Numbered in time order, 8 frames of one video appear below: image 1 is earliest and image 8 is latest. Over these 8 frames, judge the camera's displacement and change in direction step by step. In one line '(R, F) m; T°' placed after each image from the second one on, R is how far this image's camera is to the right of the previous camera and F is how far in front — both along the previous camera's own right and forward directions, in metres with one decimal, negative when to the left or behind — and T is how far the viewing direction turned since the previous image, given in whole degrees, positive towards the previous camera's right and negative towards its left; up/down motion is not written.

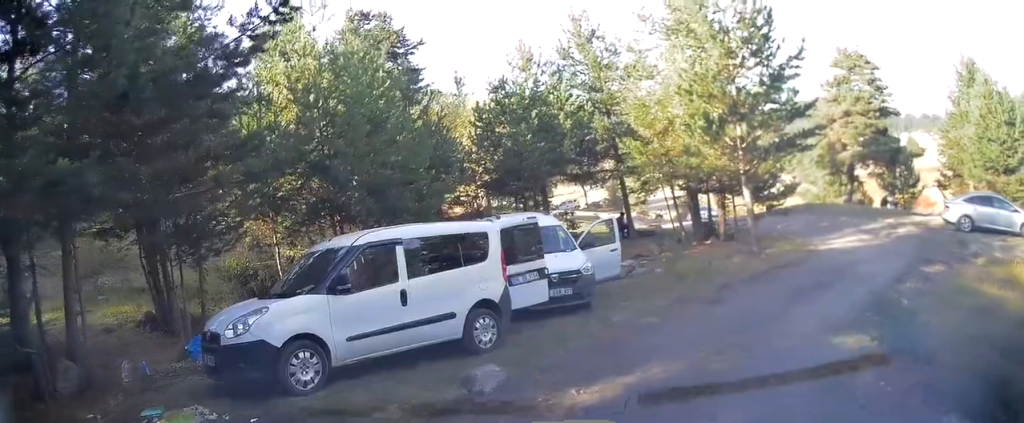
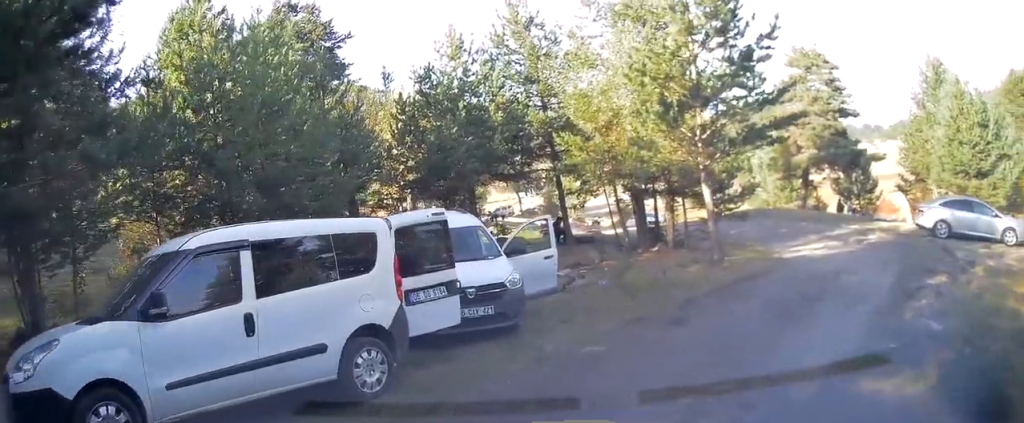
(+0.2, +2.8) m; +8°
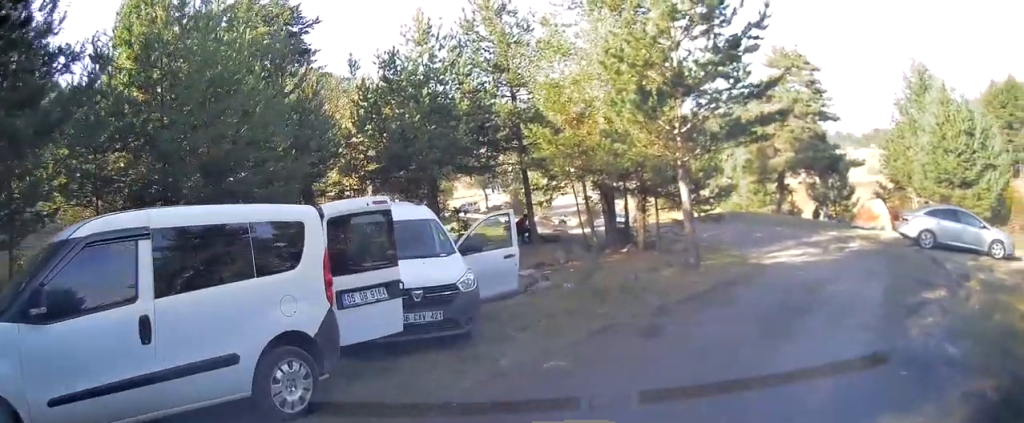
(+0.1, +1.2) m; +1°
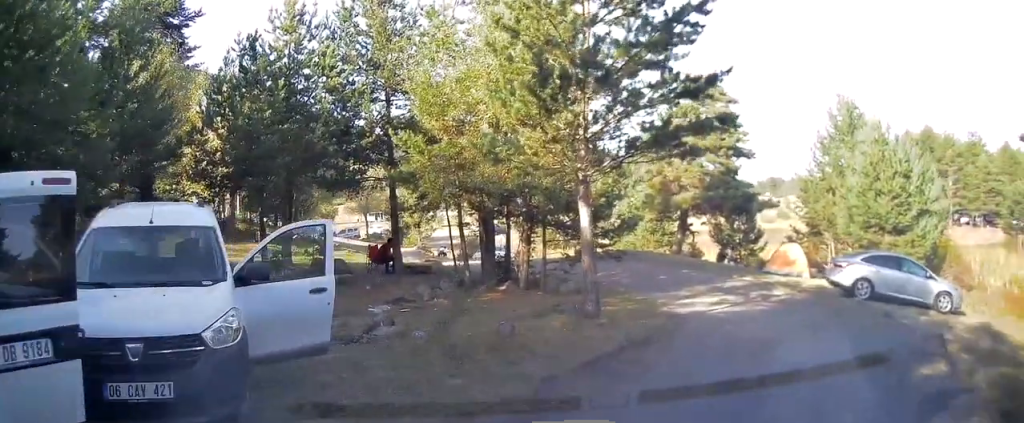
(0.0, +3.3) m; +6°
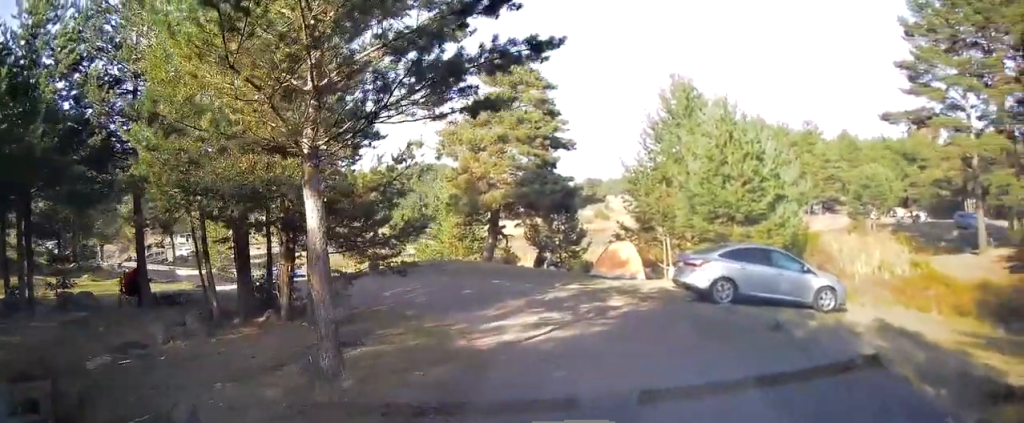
(+0.4, +3.7) m; +16°
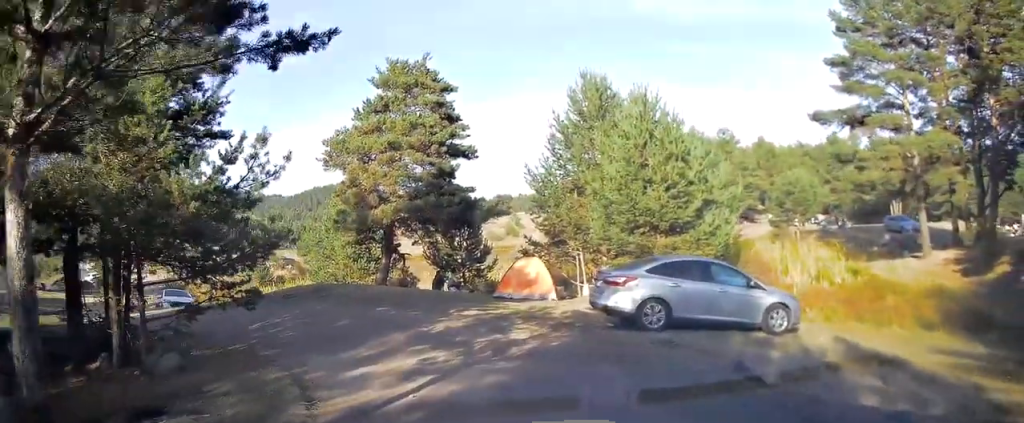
(+0.3, +2.5) m; +4°
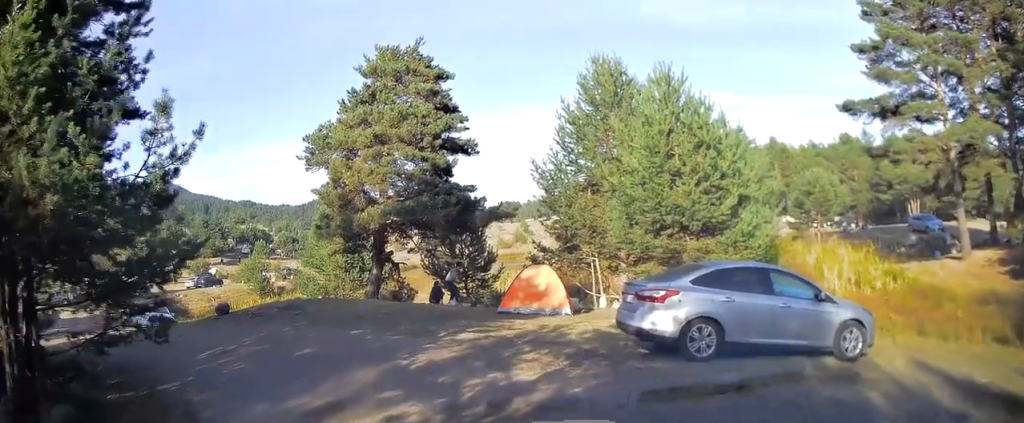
(0.0, +2.6) m; -3°
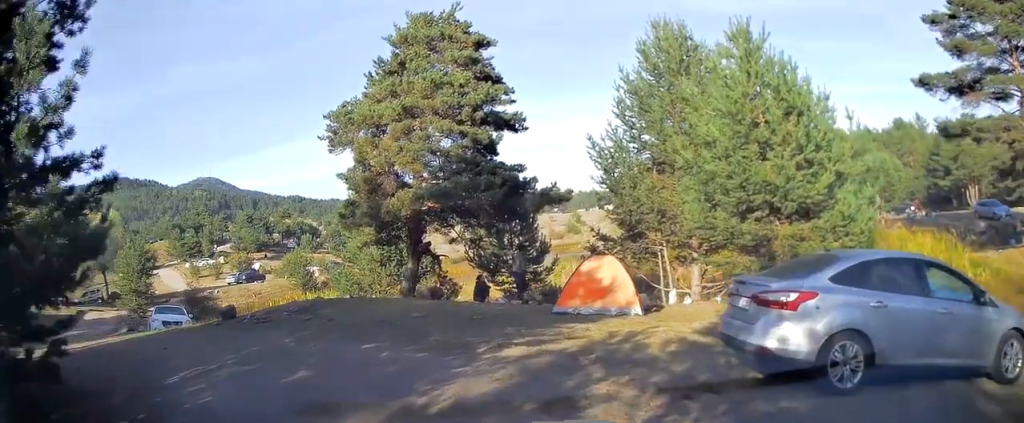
(-0.1, +2.6) m; -5°
